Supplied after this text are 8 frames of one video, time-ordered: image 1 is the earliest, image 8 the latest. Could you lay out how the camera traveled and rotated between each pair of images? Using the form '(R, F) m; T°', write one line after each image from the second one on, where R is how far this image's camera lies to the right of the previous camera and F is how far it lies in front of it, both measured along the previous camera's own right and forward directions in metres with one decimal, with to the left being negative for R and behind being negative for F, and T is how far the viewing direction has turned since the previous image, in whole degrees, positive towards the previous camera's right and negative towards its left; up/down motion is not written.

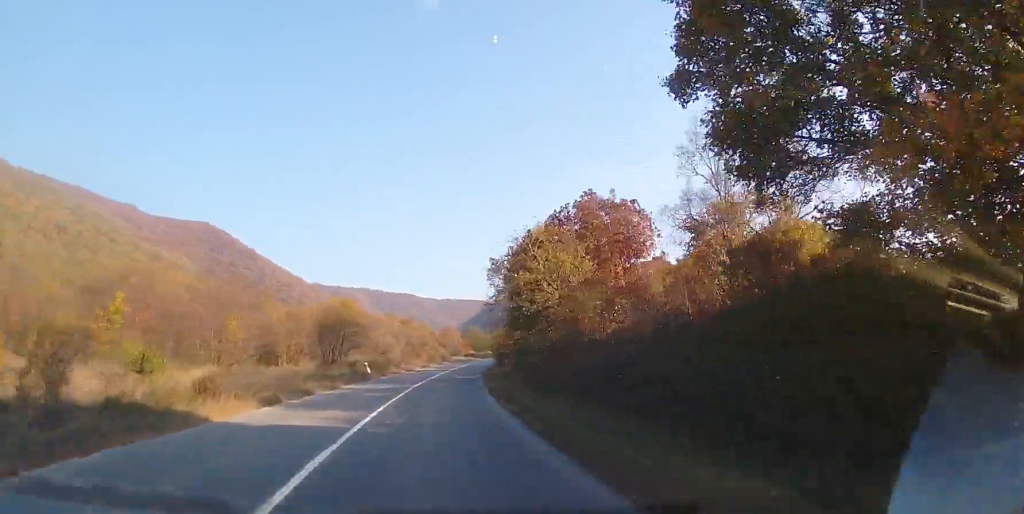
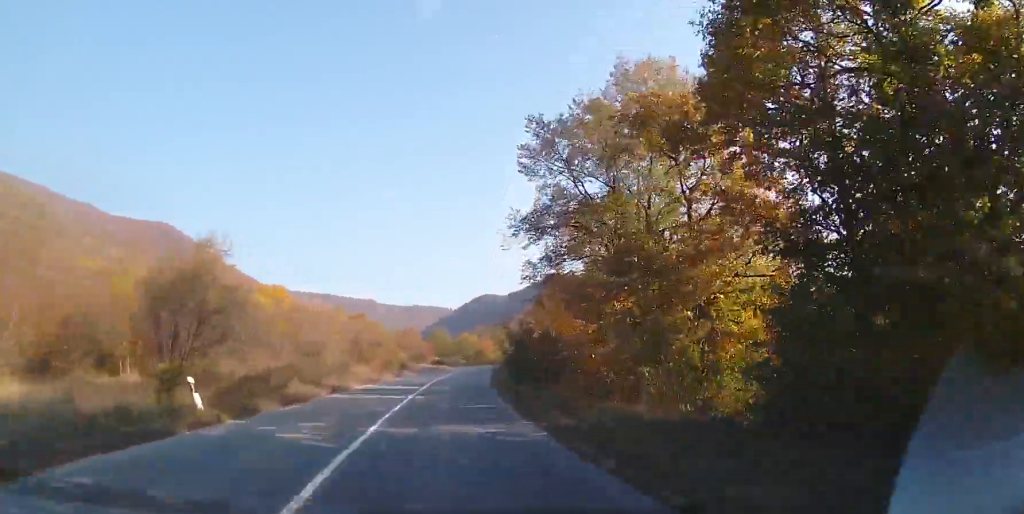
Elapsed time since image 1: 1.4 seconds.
(+1.4, +25.7) m; +6°
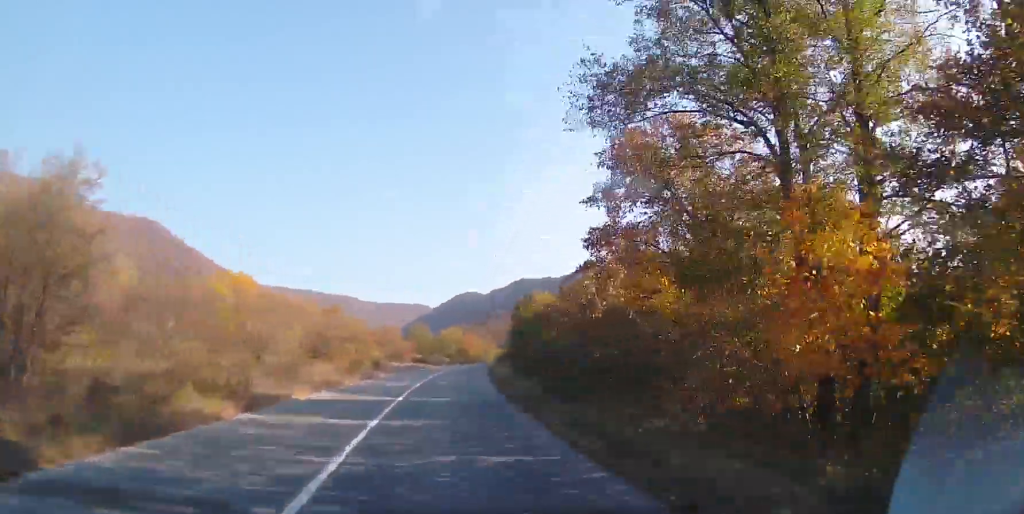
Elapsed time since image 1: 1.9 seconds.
(+0.1, +9.5) m; +1°
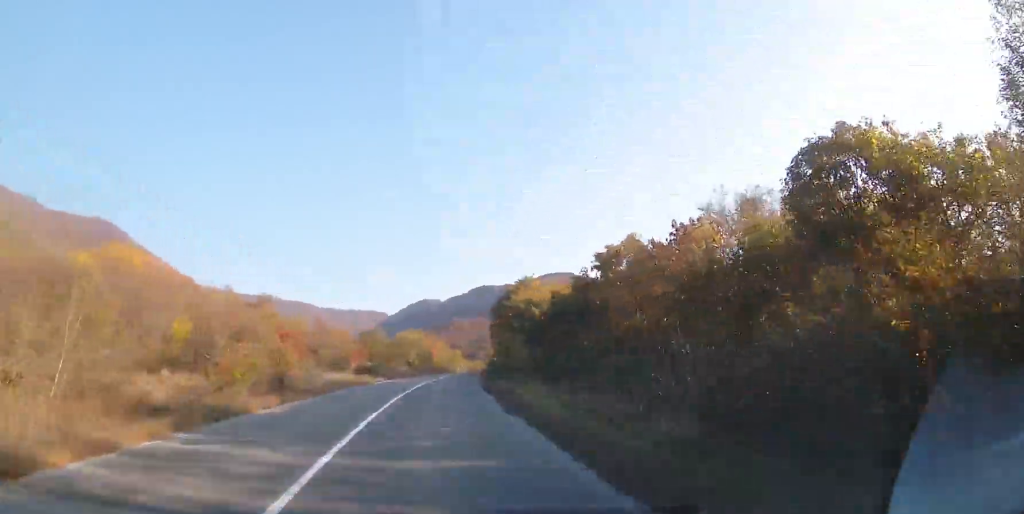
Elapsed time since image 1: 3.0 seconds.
(+0.3, +21.0) m; +3°
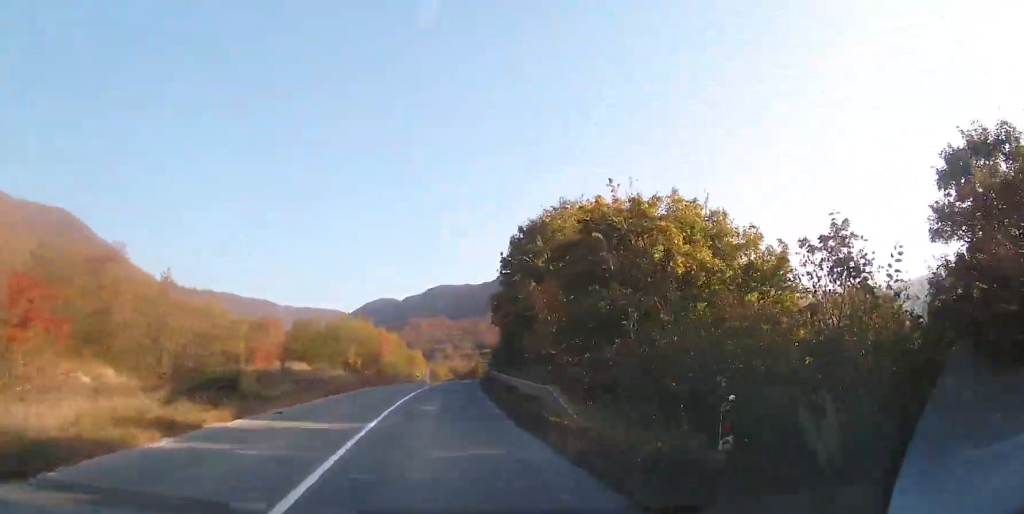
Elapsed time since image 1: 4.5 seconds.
(+1.4, +28.5) m; +5°
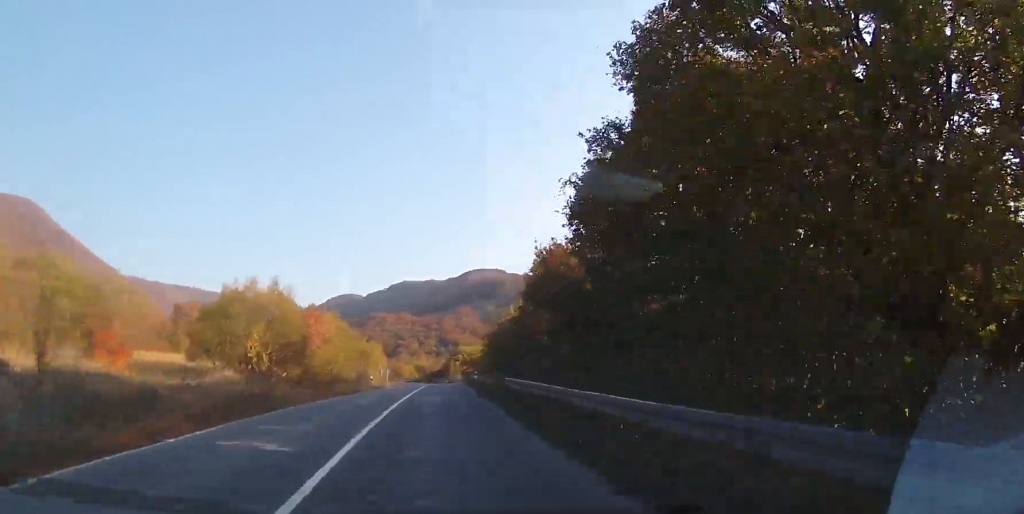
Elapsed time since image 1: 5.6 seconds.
(+0.5, +22.2) m; +3°
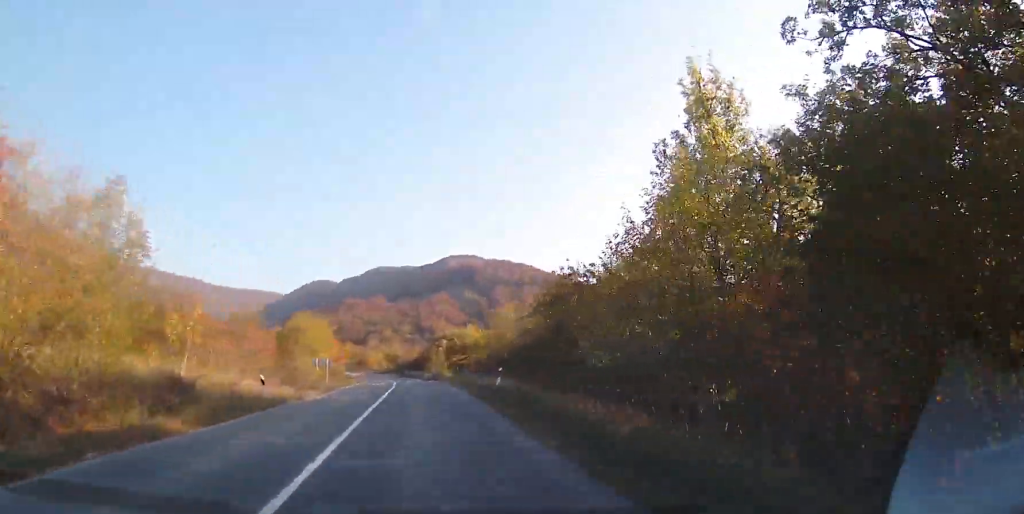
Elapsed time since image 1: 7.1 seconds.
(+1.2, +28.9) m; +3°
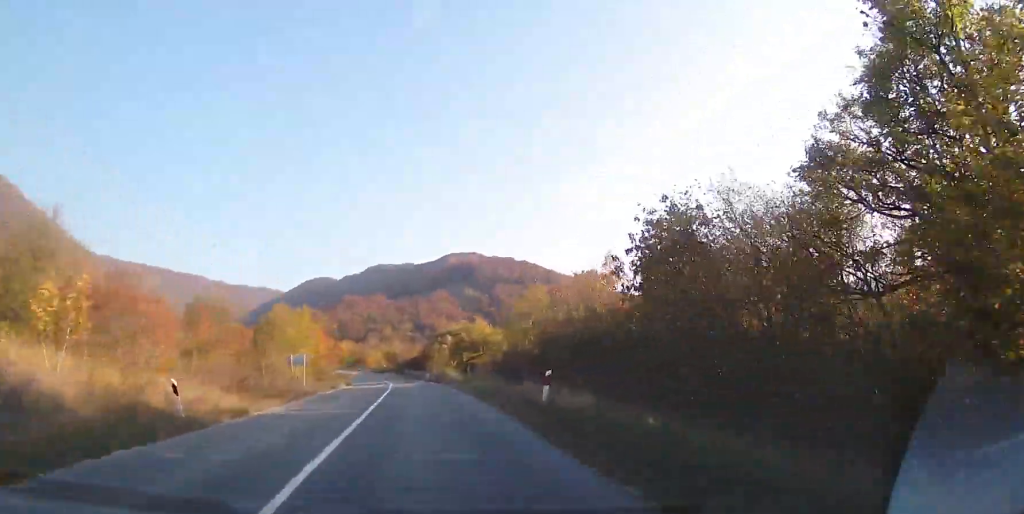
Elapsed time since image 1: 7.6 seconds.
(+0.1, +8.5) m; 0°
